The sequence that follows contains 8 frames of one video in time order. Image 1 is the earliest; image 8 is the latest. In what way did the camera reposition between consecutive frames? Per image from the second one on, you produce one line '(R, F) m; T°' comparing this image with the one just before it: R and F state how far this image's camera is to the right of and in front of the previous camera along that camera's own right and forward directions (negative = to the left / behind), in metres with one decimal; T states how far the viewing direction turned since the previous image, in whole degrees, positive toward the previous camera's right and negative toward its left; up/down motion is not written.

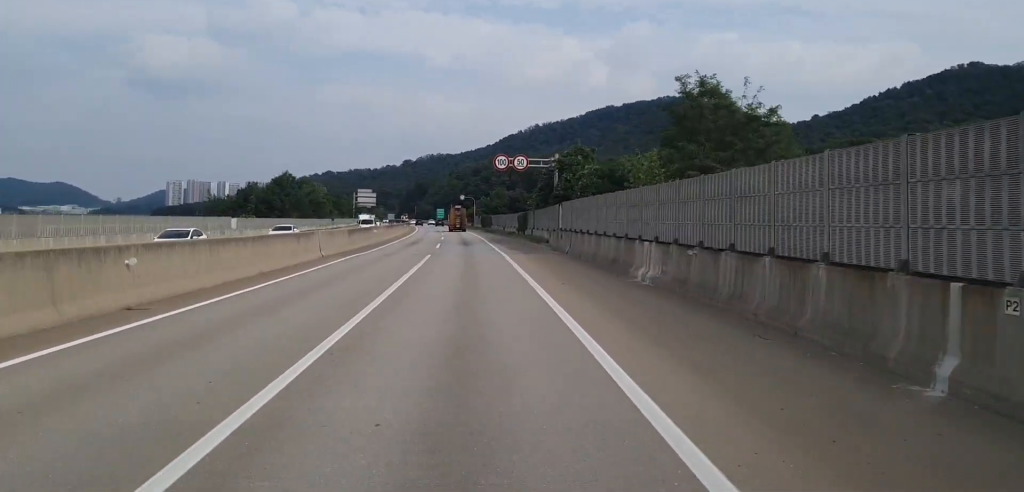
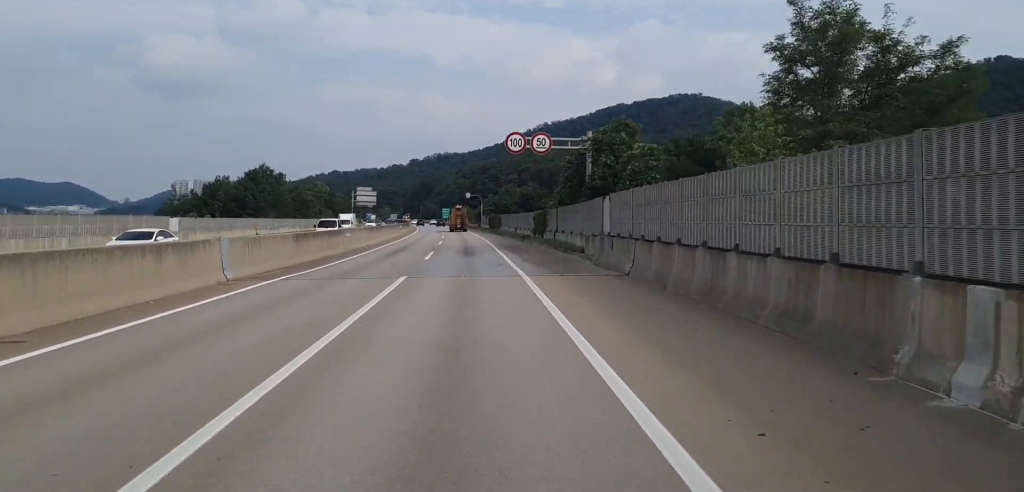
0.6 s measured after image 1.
(0.0, +14.2) m; -1°
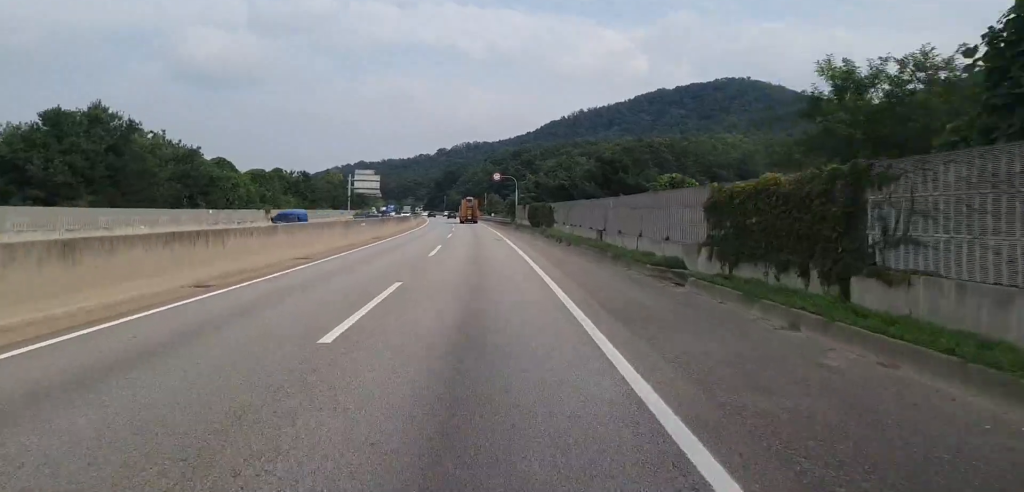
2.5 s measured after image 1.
(-0.9, +44.0) m; -2°
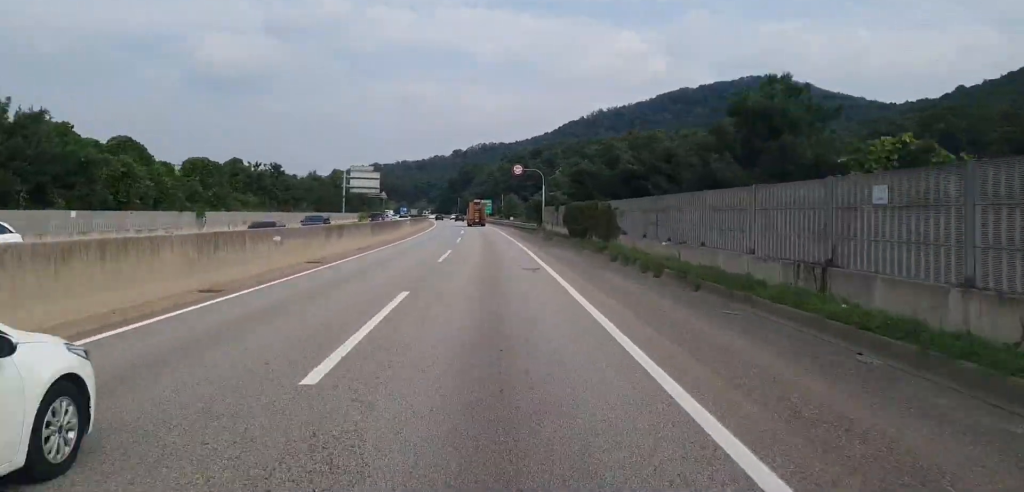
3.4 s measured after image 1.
(-0.2, +21.8) m; -1°
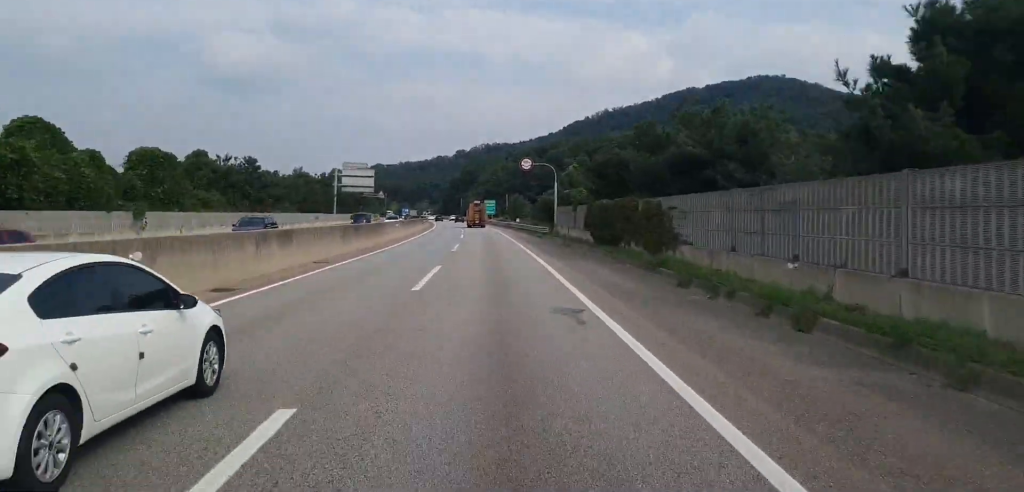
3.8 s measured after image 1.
(-0.1, +10.1) m; -1°
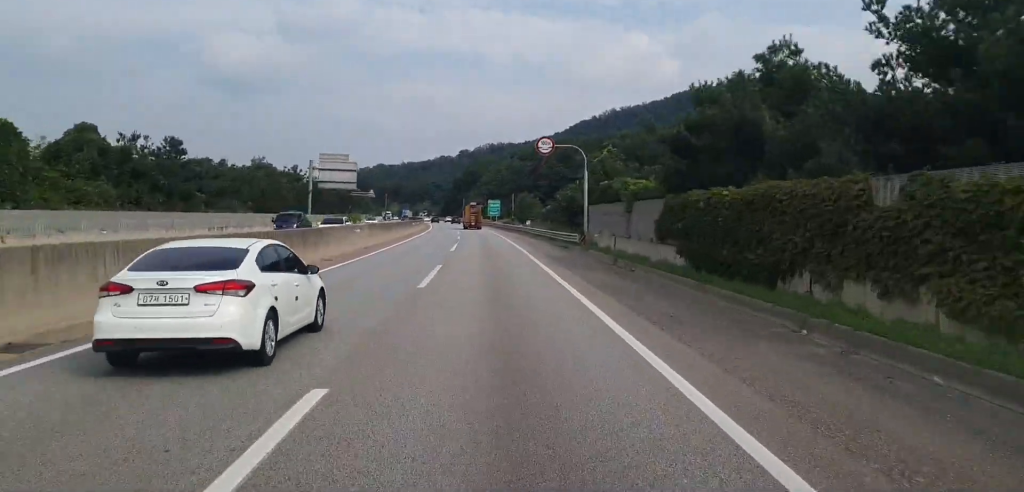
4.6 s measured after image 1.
(-0.2, +18.7) m; 0°
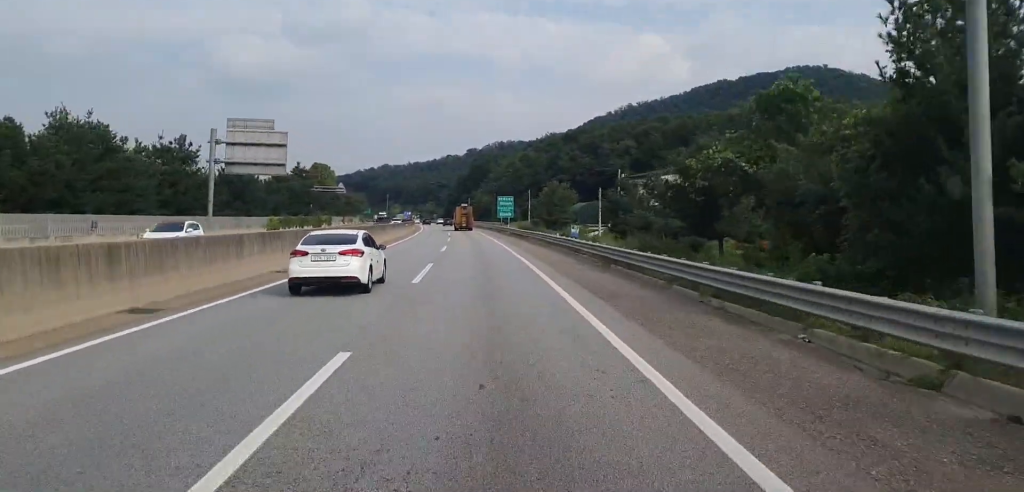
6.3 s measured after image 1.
(+0.1, +38.2) m; 0°
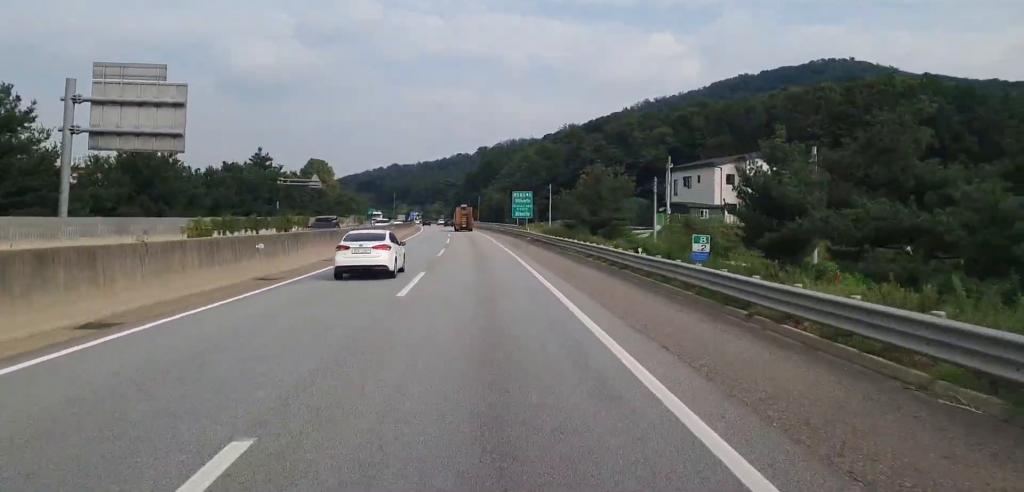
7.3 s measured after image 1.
(0.0, +23.3) m; -1°
